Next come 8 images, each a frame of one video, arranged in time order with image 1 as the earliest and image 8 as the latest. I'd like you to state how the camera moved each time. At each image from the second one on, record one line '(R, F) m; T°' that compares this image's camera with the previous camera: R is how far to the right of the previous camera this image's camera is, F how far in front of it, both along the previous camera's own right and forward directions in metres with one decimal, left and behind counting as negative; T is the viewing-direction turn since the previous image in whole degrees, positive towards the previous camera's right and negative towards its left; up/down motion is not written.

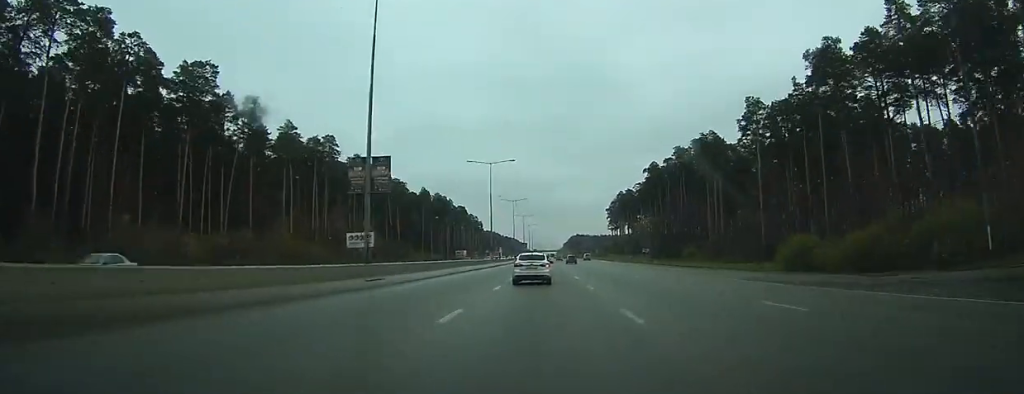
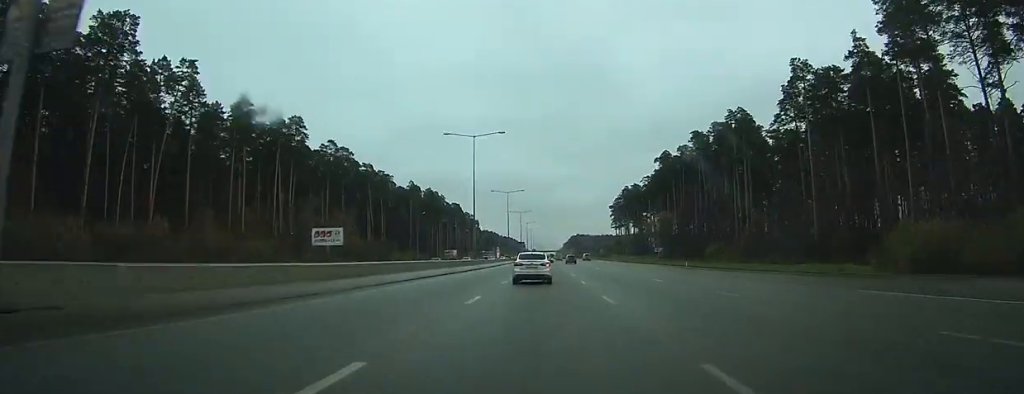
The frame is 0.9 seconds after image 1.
(0.0, +19.6) m; 0°
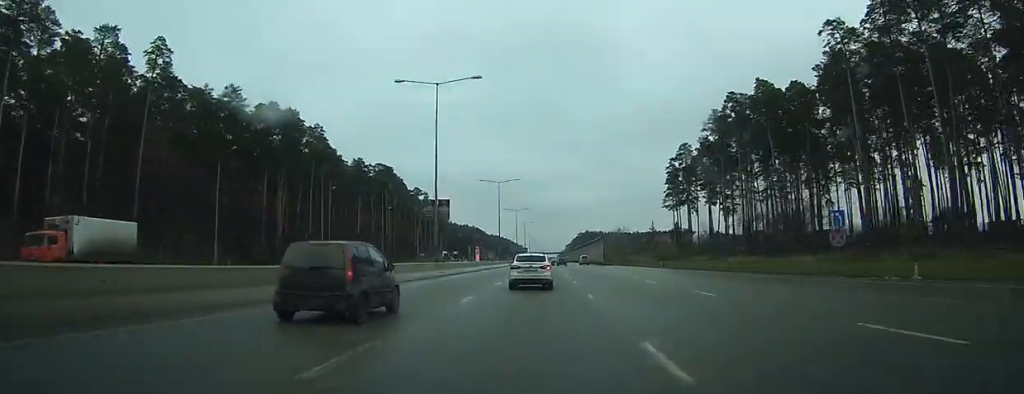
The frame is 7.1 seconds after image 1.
(+0.5, +138.3) m; 0°
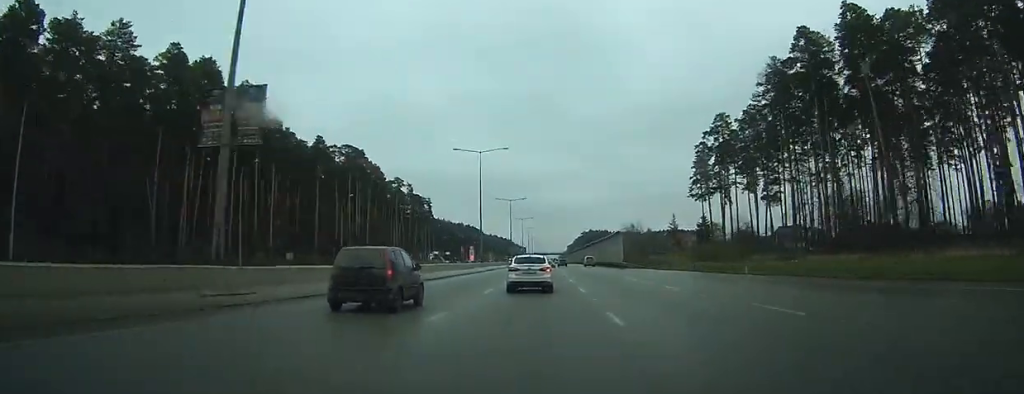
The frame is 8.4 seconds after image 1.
(0.0, +28.7) m; 0°
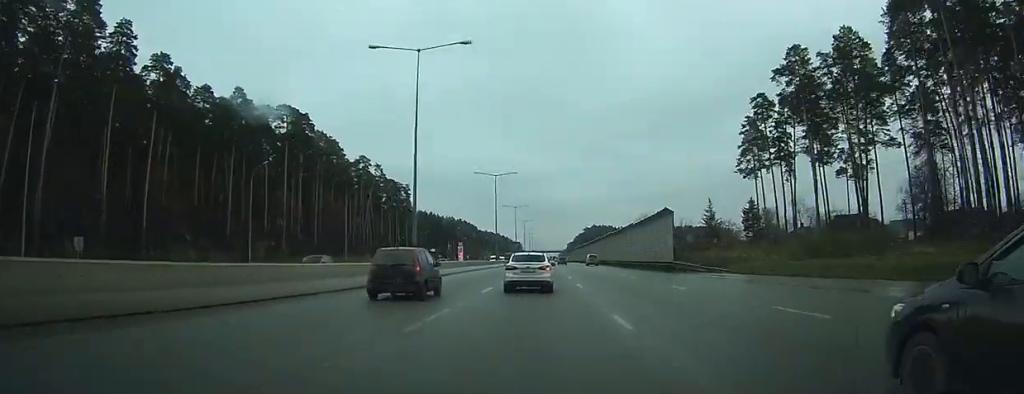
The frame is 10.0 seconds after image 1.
(0.0, +33.5) m; 0°
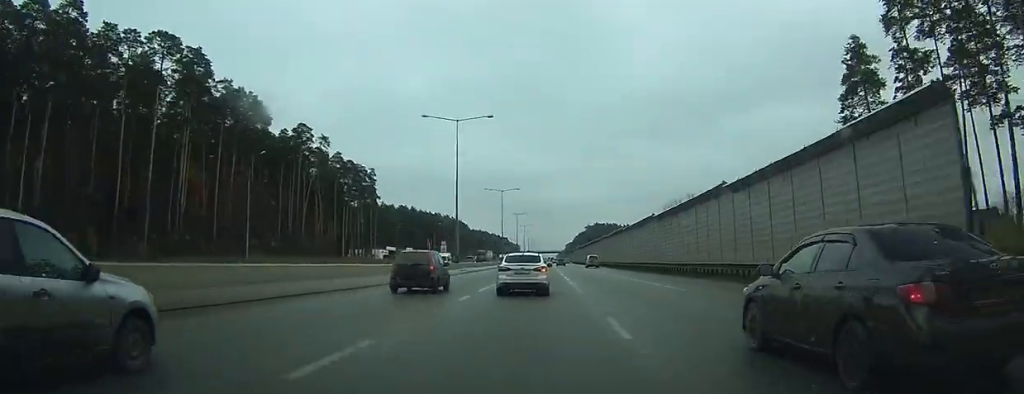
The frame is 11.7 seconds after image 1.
(0.0, +34.9) m; 0°
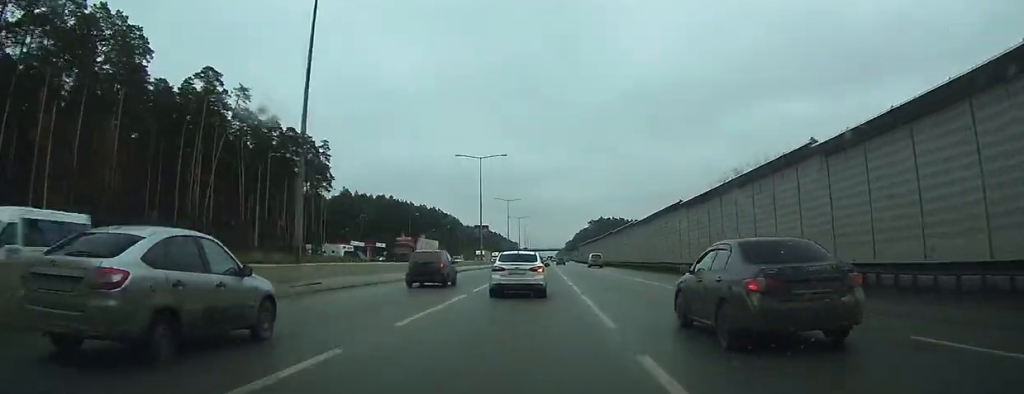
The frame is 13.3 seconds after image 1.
(0.0, +32.8) m; 0°
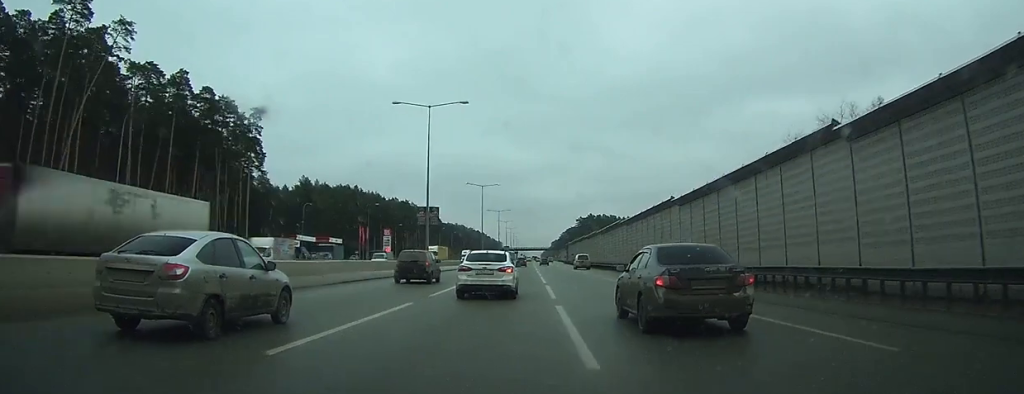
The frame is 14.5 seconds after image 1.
(0.0, +25.5) m; 0°
